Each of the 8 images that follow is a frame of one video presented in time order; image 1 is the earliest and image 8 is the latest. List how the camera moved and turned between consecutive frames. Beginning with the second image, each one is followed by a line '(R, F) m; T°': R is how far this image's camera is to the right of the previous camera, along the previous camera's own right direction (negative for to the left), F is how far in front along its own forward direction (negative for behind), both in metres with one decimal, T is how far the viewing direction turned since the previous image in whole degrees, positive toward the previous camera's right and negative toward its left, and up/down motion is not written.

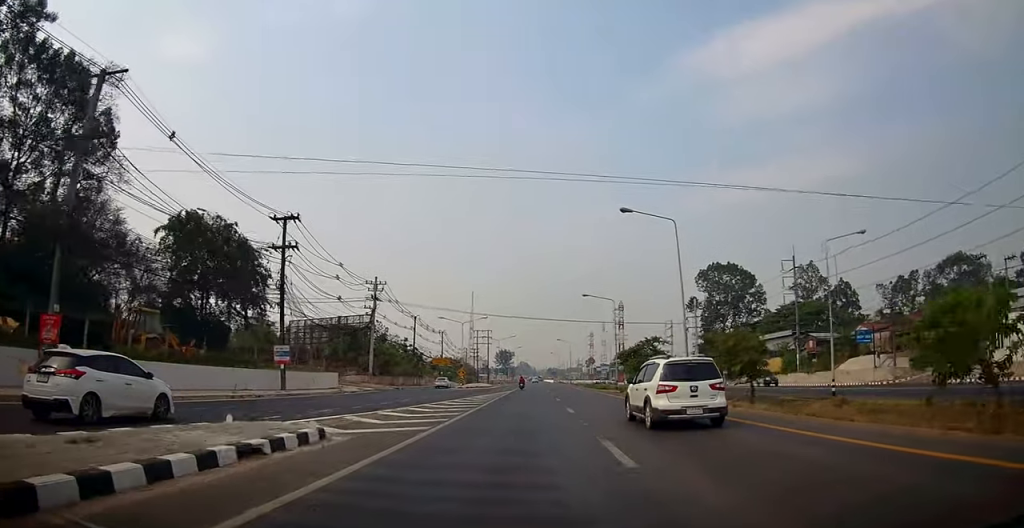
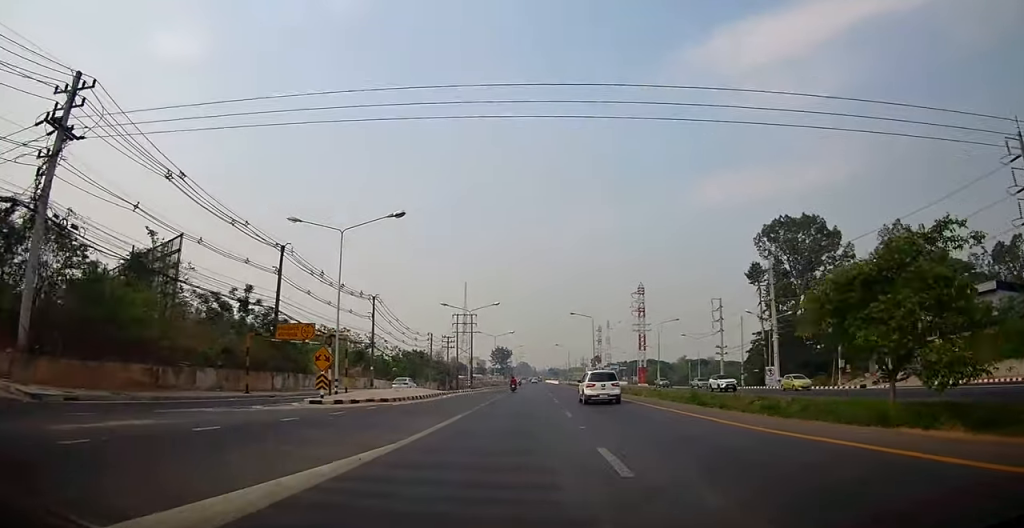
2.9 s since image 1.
(-1.4, +47.6) m; -2°
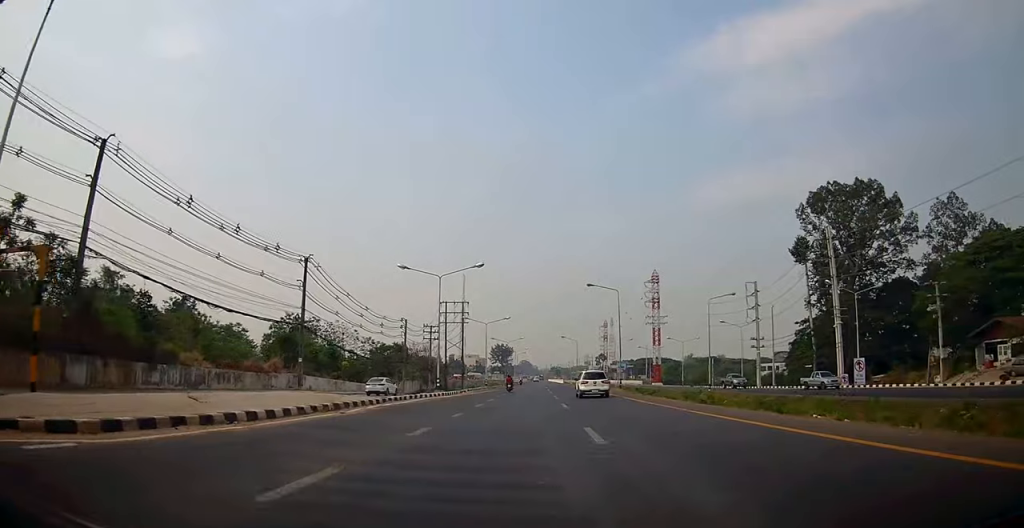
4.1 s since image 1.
(+0.7, +20.1) m; +1°
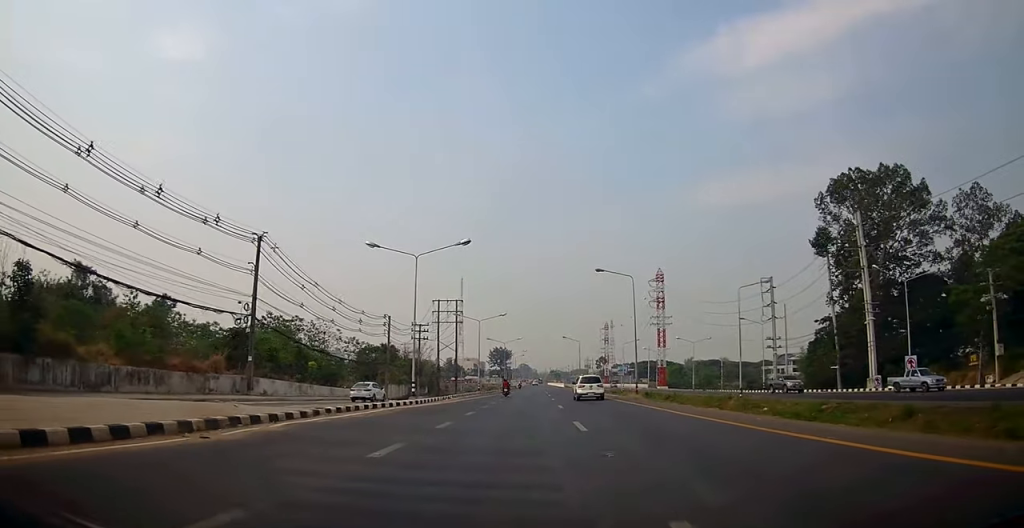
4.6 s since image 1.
(+0.2, +8.0) m; -1°
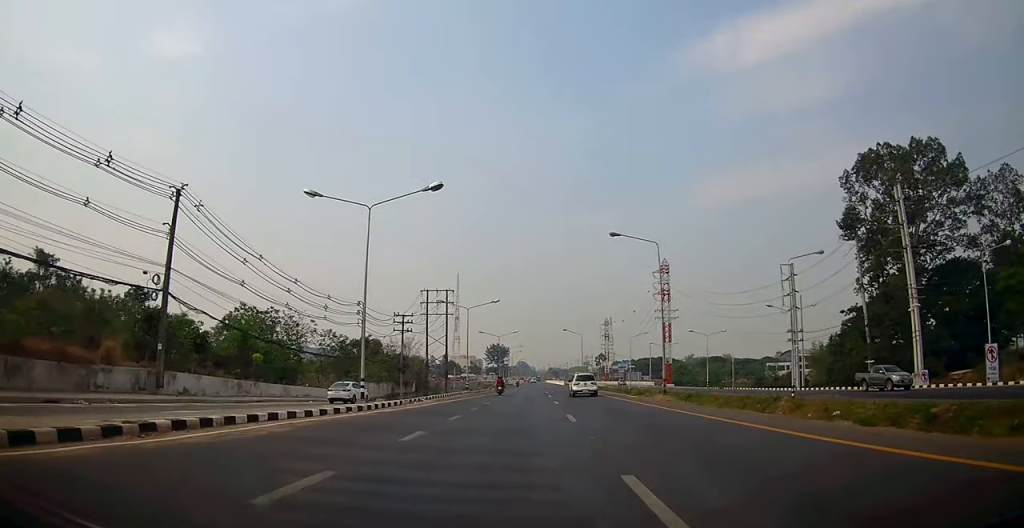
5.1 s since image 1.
(-0.4, +9.4) m; 0°
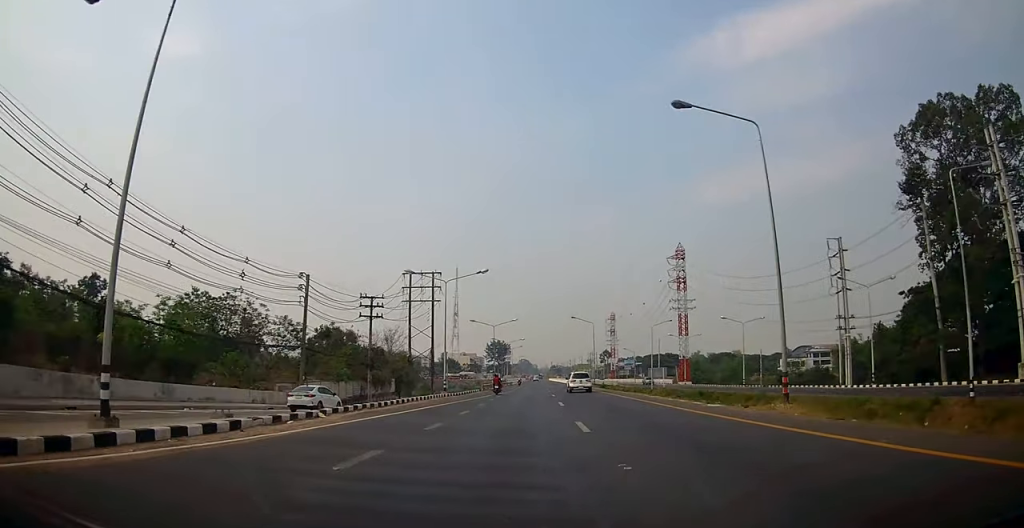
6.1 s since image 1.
(-0.1, +15.2) m; 0°
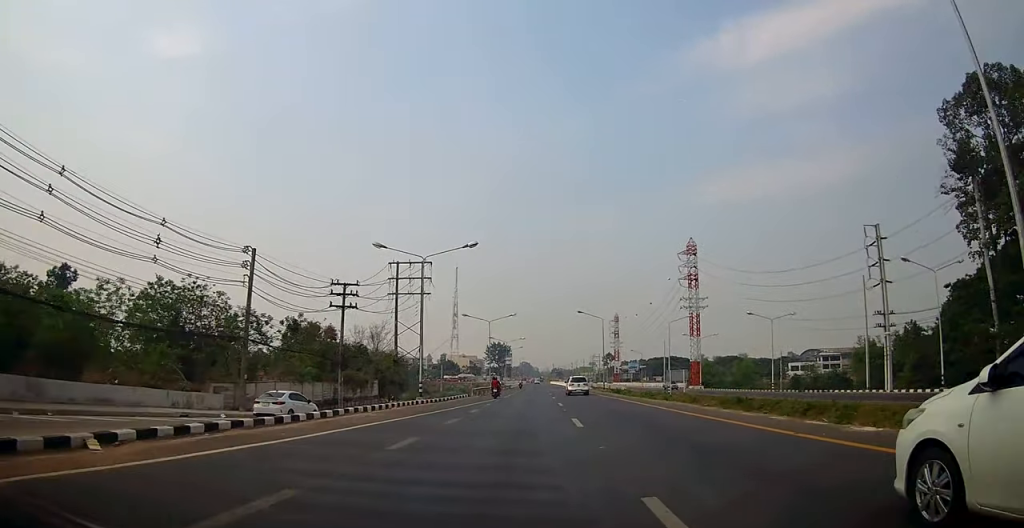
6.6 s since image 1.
(+0.4, +9.2) m; 0°
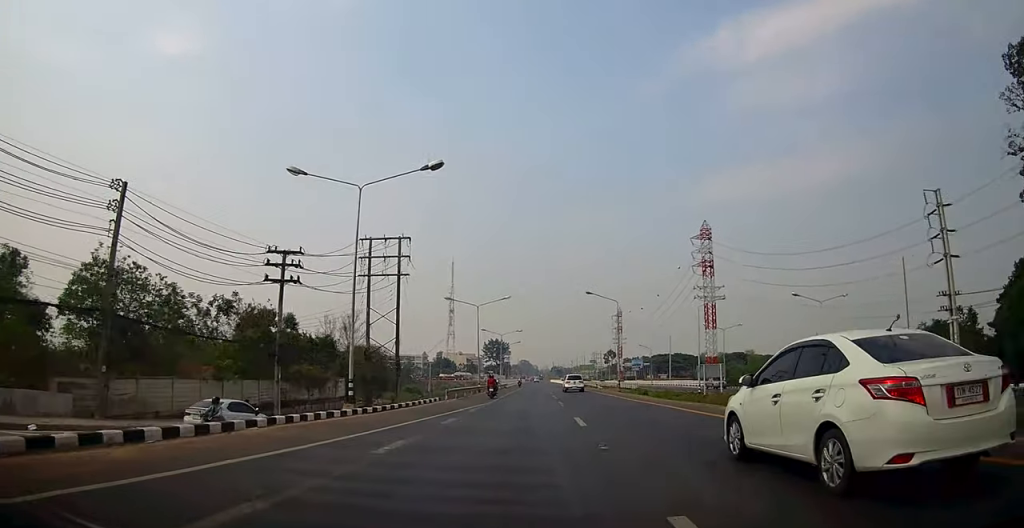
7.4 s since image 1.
(-0.5, +12.5) m; 0°
